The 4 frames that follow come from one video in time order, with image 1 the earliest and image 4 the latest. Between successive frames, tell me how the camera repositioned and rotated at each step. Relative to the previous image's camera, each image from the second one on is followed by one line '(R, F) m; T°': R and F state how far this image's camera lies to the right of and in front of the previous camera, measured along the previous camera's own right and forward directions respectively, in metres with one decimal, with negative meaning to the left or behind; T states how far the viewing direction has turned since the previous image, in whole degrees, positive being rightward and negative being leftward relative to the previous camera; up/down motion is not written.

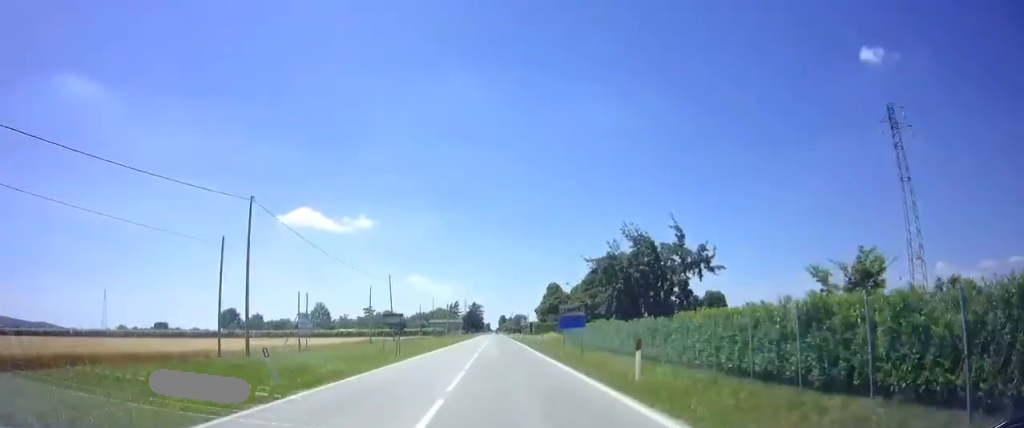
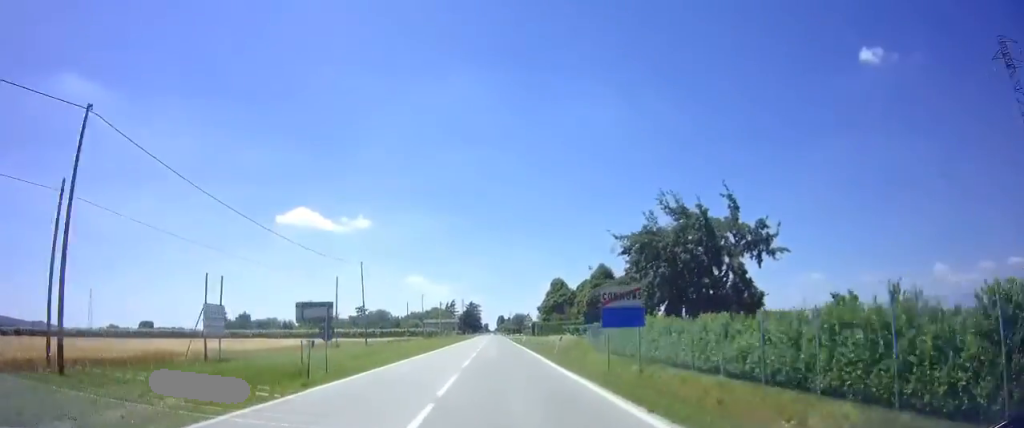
(+0.2, +11.8) m; 0°
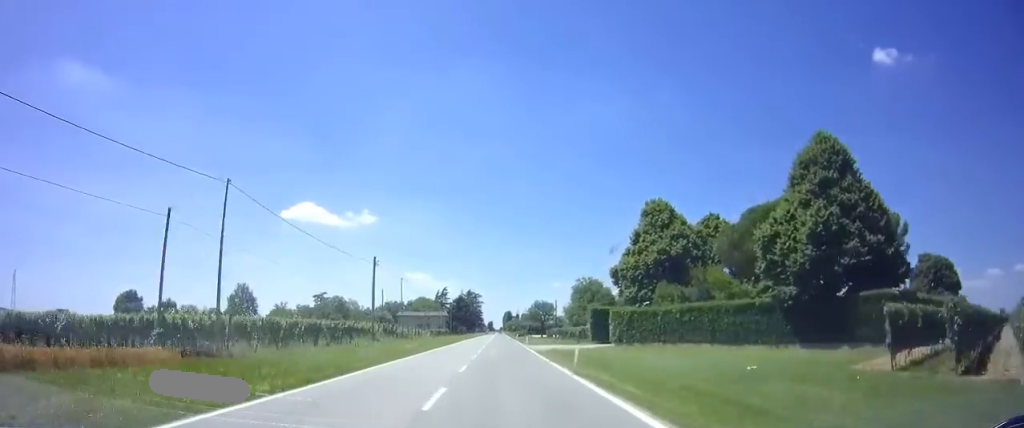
(-0.2, +70.4) m; 0°
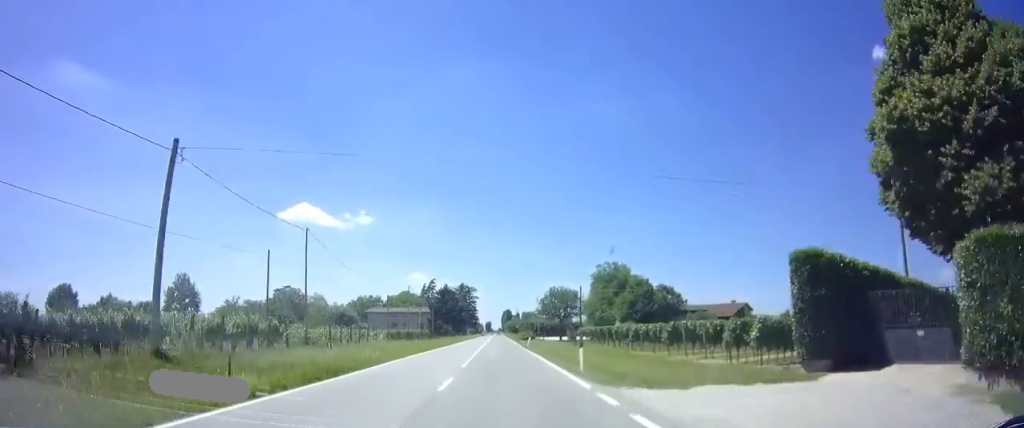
(+0.2, +34.1) m; 0°
